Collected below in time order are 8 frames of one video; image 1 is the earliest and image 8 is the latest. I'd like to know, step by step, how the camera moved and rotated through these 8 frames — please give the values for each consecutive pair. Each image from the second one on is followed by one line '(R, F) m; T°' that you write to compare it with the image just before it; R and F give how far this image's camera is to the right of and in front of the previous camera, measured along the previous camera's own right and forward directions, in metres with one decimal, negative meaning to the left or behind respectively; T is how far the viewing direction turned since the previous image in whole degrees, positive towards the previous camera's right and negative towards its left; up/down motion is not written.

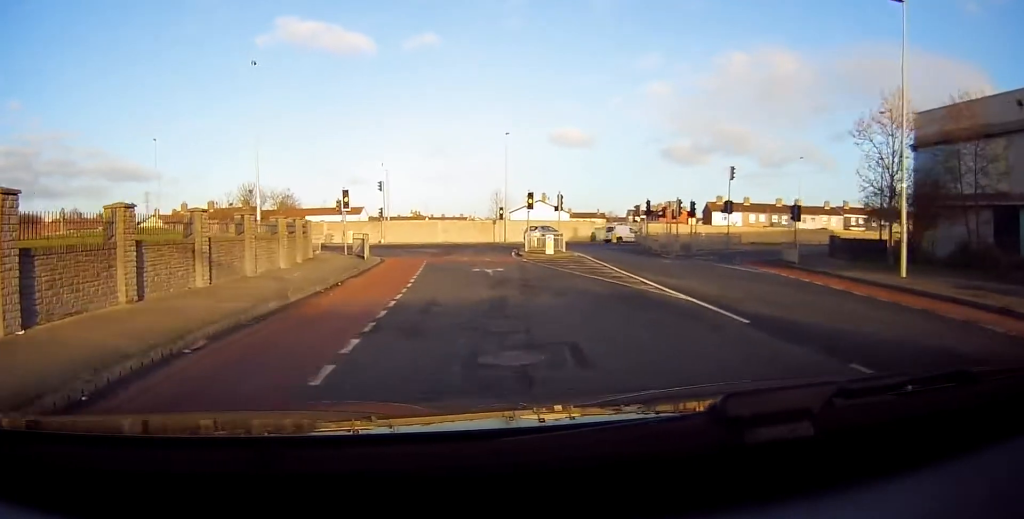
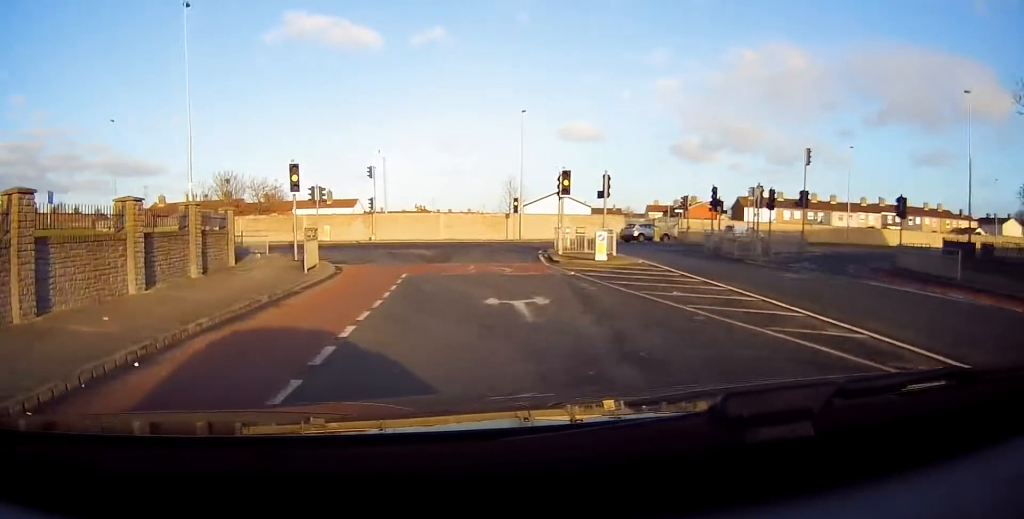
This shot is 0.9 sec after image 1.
(-0.1, +11.1) m; -1°
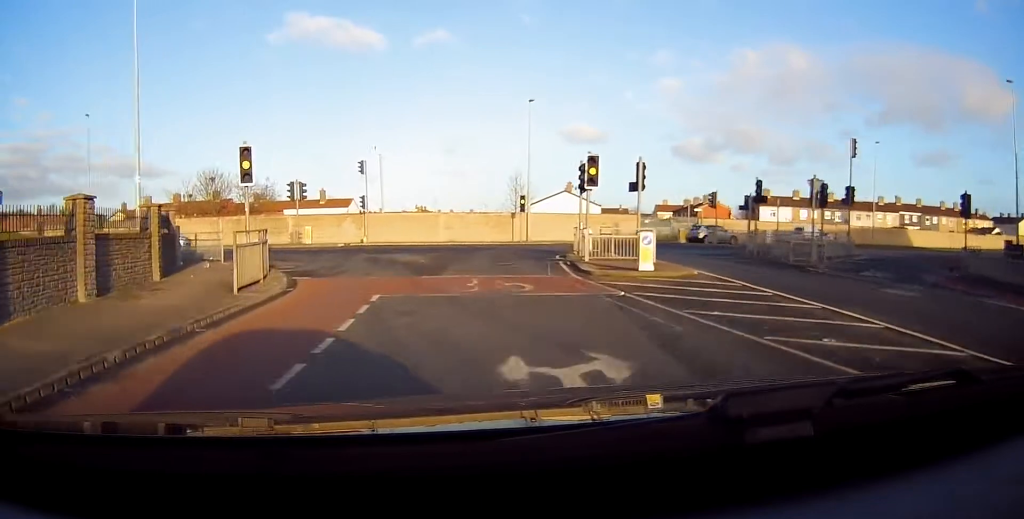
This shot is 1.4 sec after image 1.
(0.0, +5.2) m; 0°
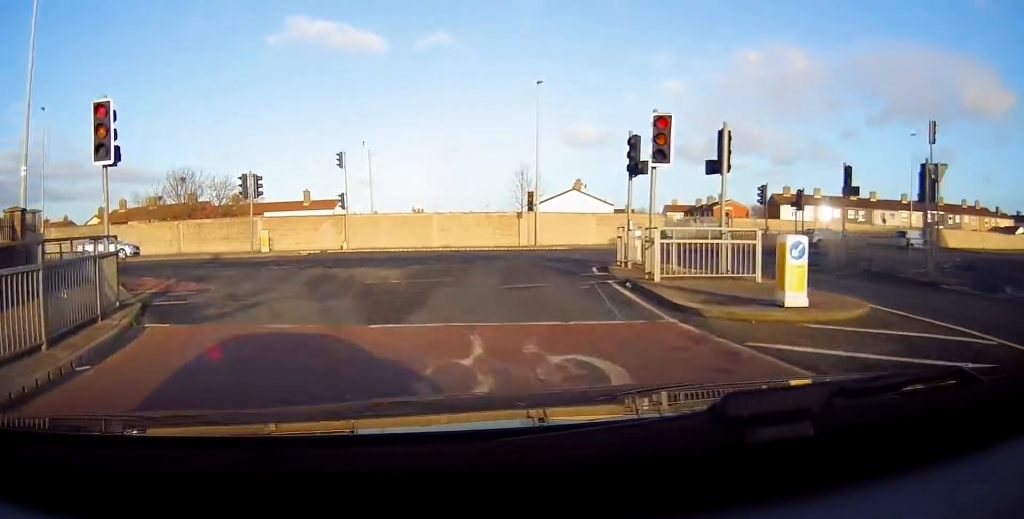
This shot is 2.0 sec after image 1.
(-0.2, +7.6) m; +5°
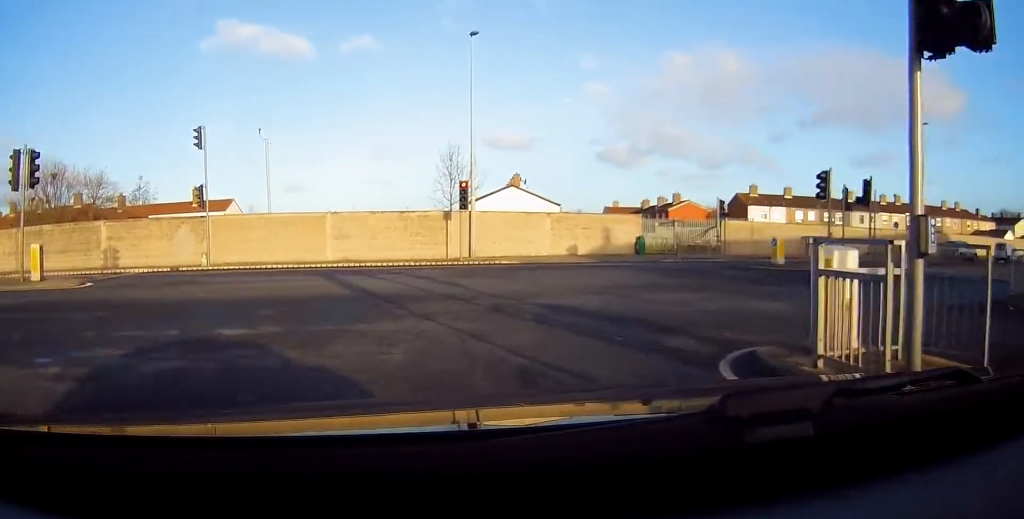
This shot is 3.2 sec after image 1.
(+1.4, +12.6) m; +15°
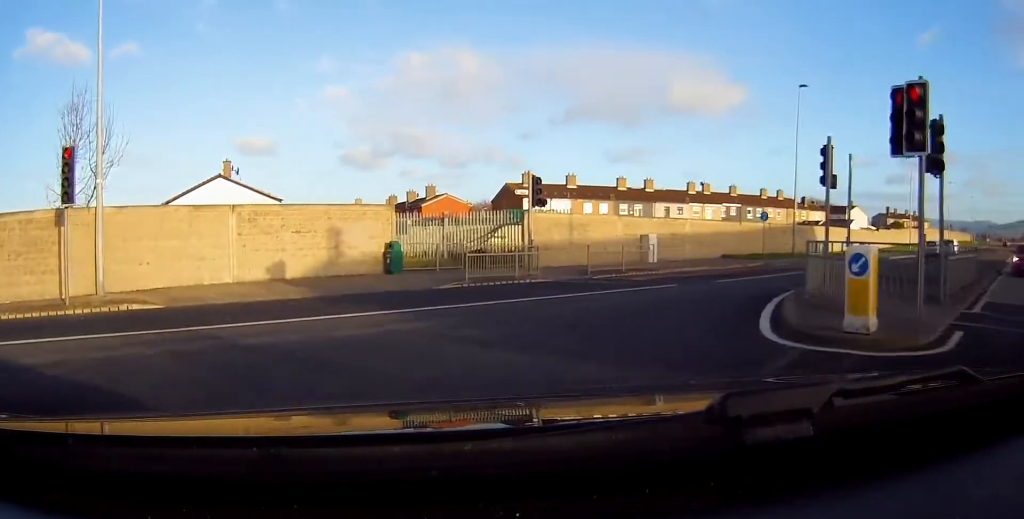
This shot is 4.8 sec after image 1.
(+3.0, +15.3) m; +25°
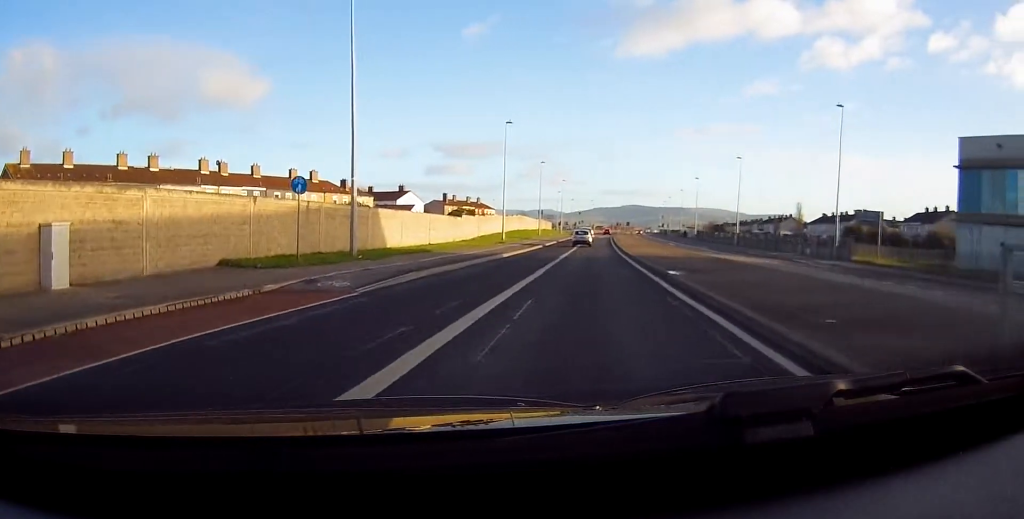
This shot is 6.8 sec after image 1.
(+6.2, +18.4) m; +30°
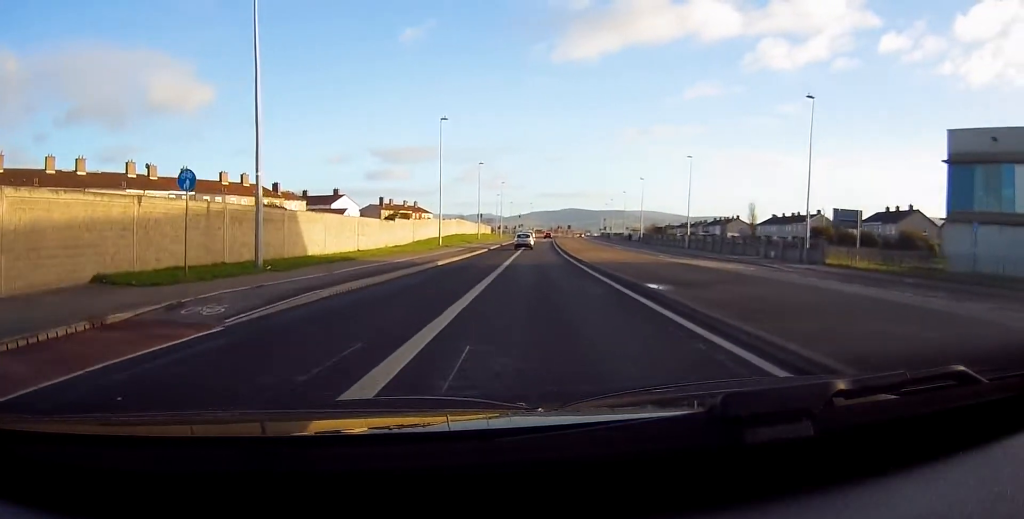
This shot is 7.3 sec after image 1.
(-0.1, +4.6) m; +3°
